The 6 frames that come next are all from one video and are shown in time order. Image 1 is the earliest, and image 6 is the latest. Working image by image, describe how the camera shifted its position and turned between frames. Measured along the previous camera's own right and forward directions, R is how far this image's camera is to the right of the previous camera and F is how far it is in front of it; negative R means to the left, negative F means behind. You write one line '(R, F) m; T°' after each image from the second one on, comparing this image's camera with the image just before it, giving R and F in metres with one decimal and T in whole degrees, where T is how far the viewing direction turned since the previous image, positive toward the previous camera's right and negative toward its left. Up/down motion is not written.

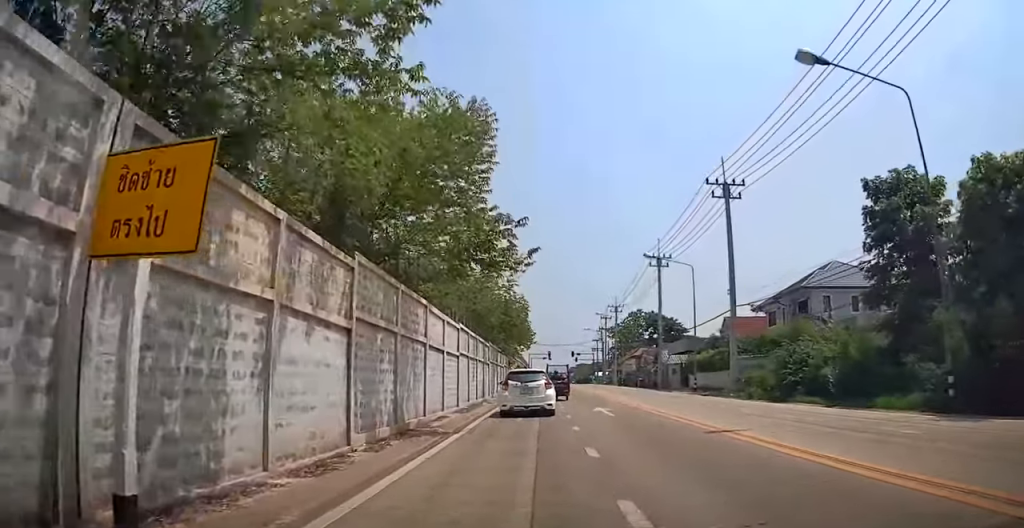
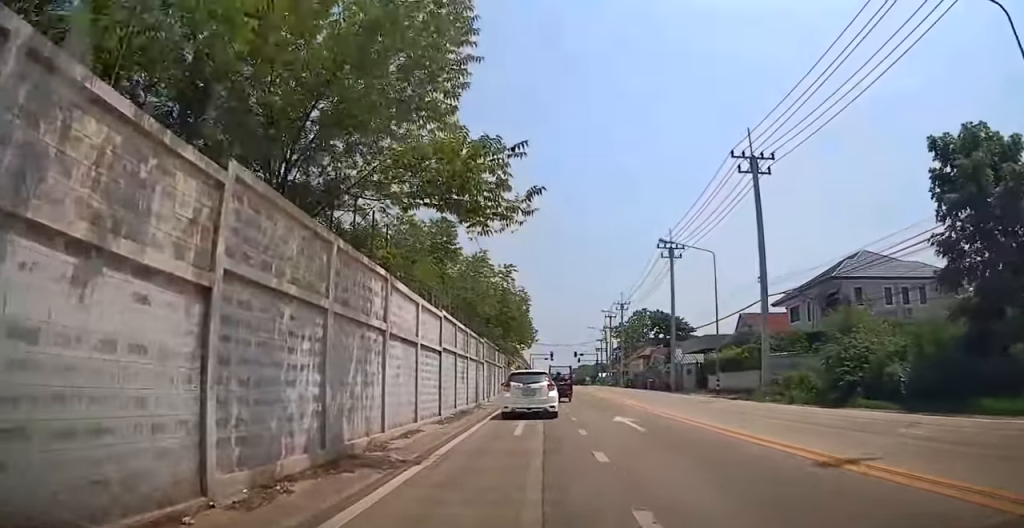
(+0.1, +4.3) m; +1°
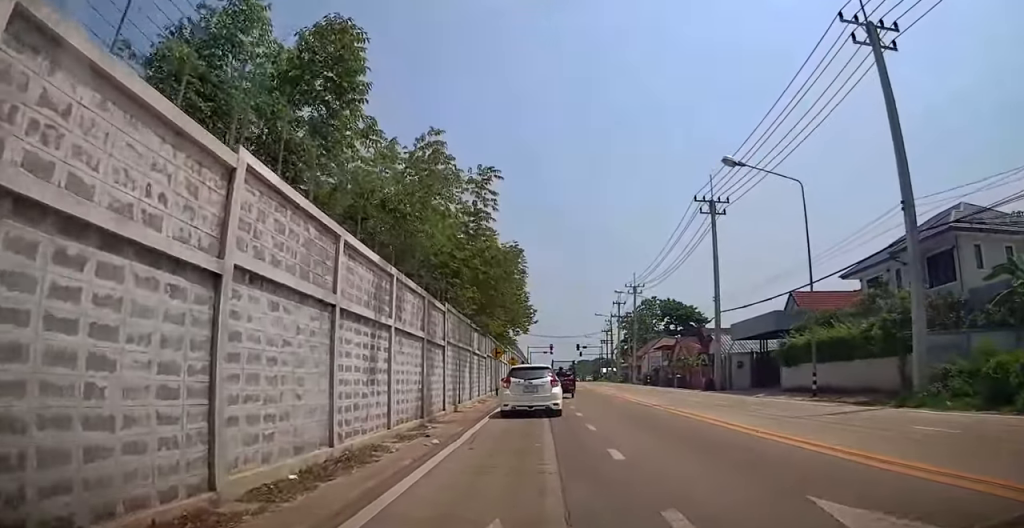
(+0.2, +11.9) m; -3°
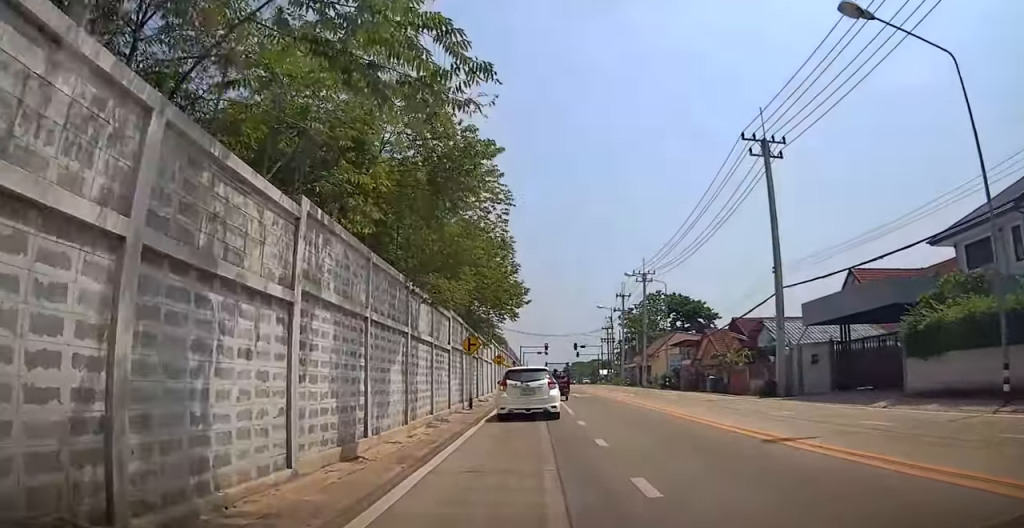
(-0.4, +10.7) m; +2°
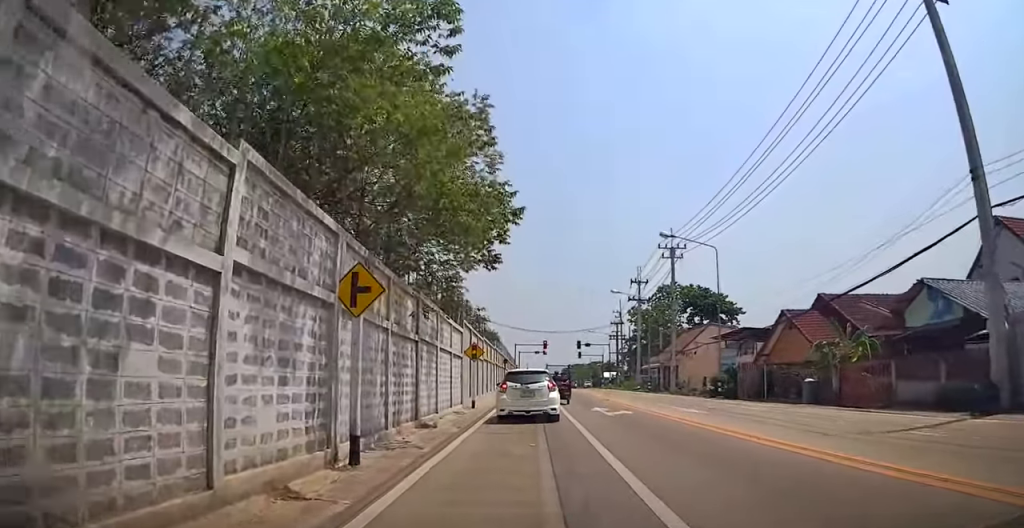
(+0.5, +14.4) m; +1°
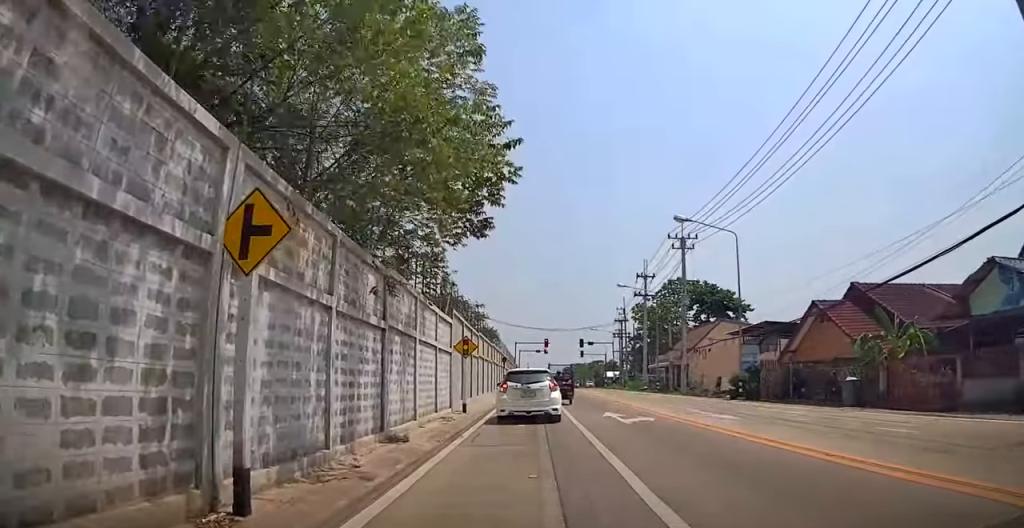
(-0.3, +3.4) m; 0°
